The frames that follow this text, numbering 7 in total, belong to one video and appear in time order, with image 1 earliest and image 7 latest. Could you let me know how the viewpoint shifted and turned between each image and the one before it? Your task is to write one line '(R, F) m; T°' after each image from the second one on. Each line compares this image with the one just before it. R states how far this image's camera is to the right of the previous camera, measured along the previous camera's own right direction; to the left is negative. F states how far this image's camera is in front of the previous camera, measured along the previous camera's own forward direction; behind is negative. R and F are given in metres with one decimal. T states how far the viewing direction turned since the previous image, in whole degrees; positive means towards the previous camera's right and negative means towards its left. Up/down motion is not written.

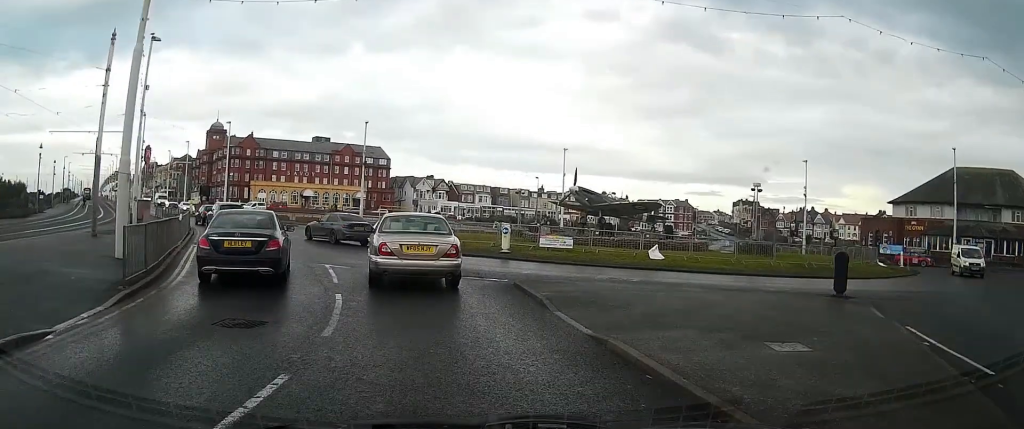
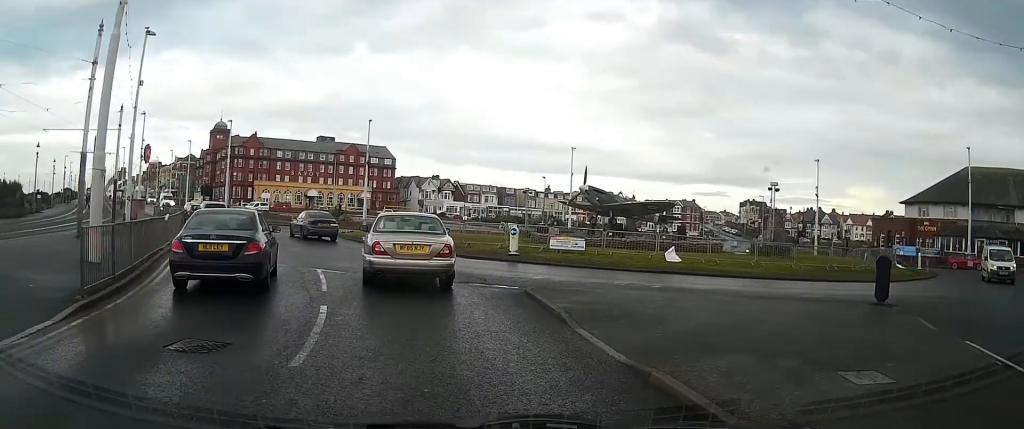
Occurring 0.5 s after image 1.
(0.0, +1.8) m; -2°
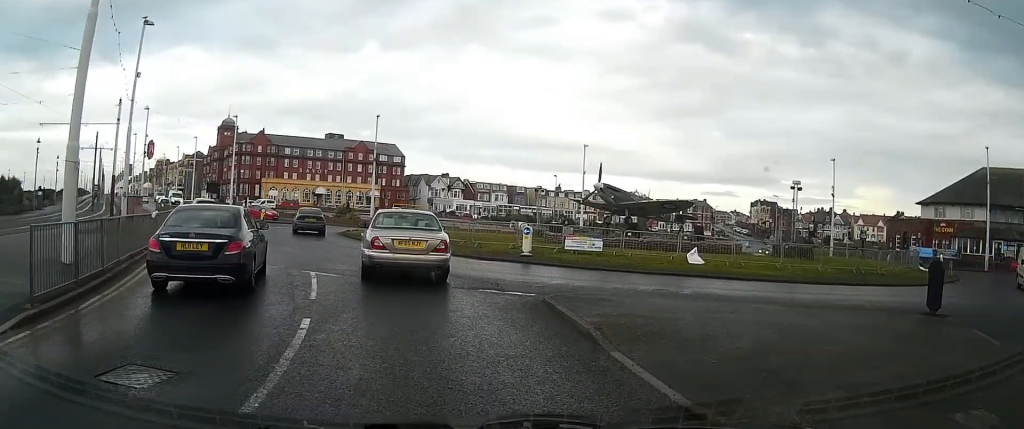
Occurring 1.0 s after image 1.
(0.0, +1.9) m; -3°
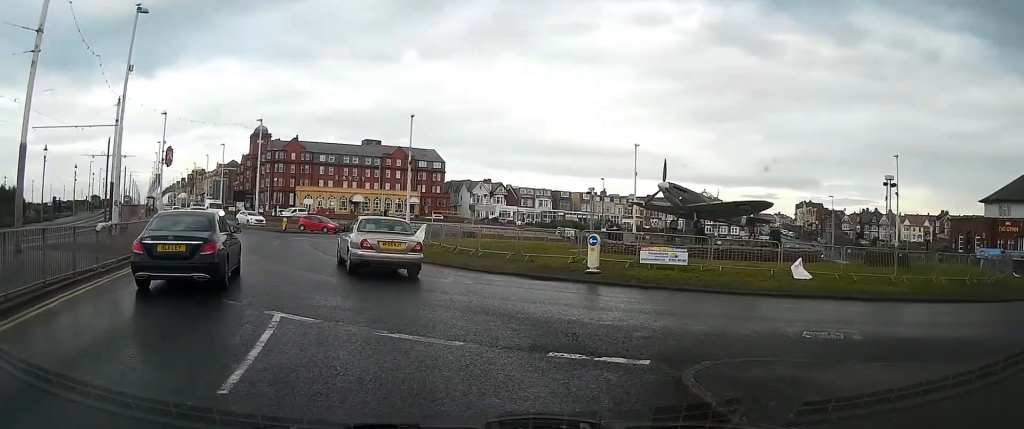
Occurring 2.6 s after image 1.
(-0.7, +5.6) m; -10°
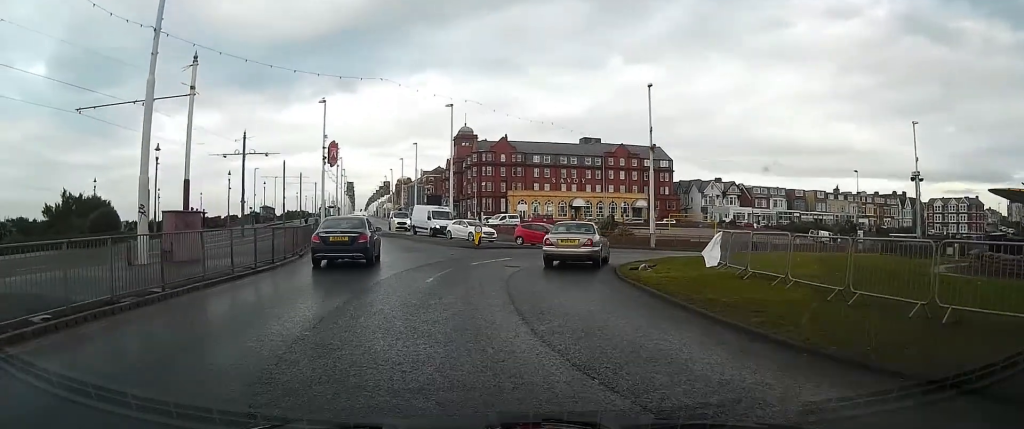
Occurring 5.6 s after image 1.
(-3.0, +15.7) m; -17°
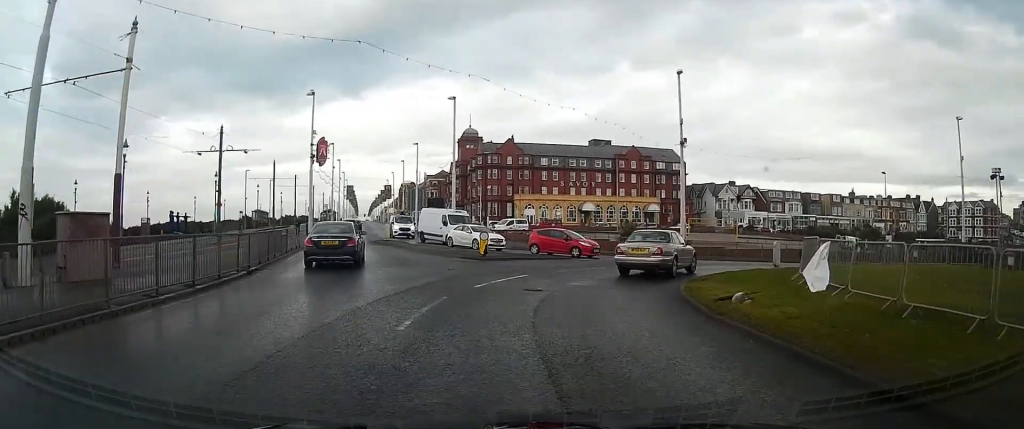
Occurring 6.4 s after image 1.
(0.0, +5.9) m; +4°
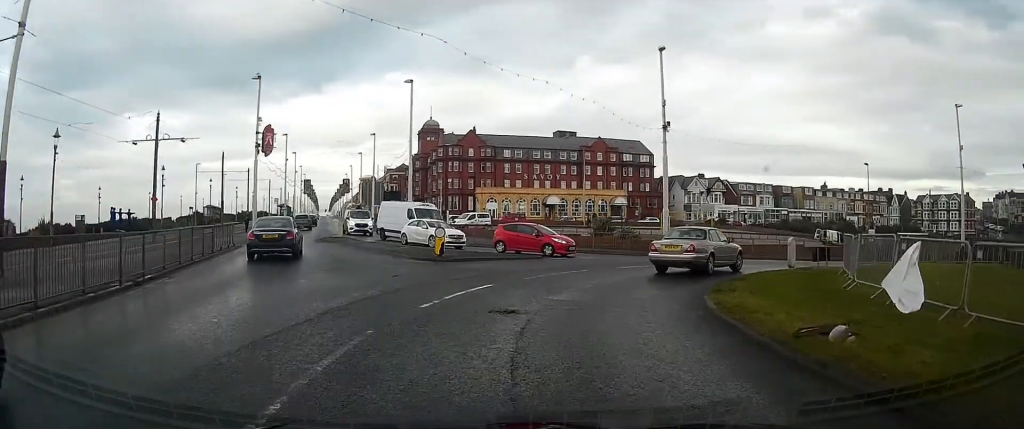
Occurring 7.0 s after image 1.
(+0.1, +4.3) m; +4°
